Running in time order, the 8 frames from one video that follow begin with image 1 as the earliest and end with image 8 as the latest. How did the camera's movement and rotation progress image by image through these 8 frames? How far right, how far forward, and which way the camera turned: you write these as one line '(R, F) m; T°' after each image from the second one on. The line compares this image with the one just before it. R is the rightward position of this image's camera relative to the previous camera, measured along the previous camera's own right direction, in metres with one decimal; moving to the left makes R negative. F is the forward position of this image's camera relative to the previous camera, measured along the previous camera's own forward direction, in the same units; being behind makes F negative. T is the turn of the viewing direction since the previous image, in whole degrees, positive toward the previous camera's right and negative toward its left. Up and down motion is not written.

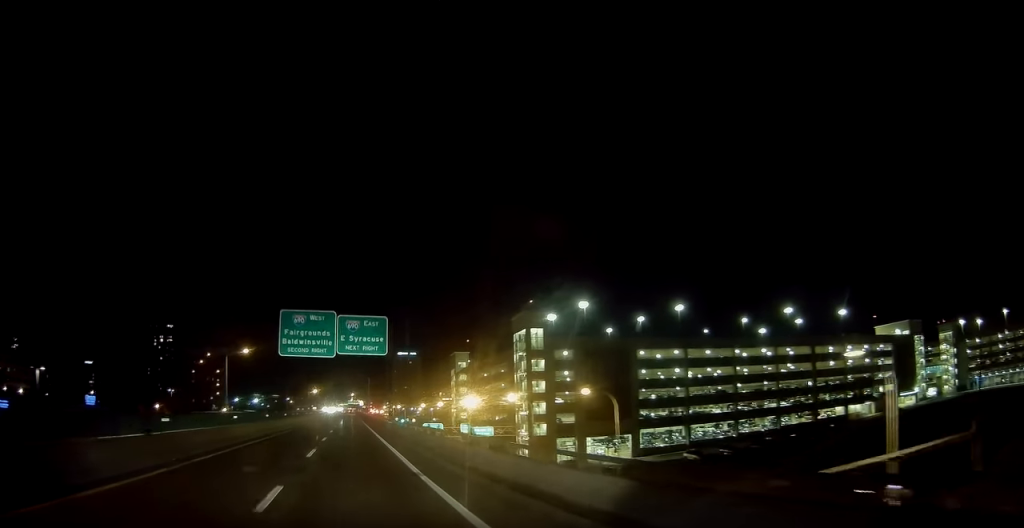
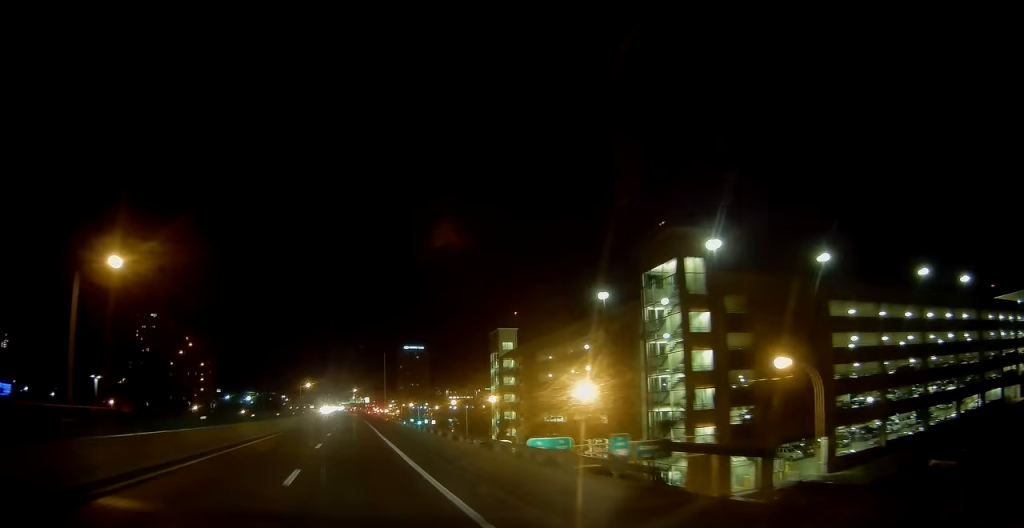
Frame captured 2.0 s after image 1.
(-0.5, +44.7) m; 0°
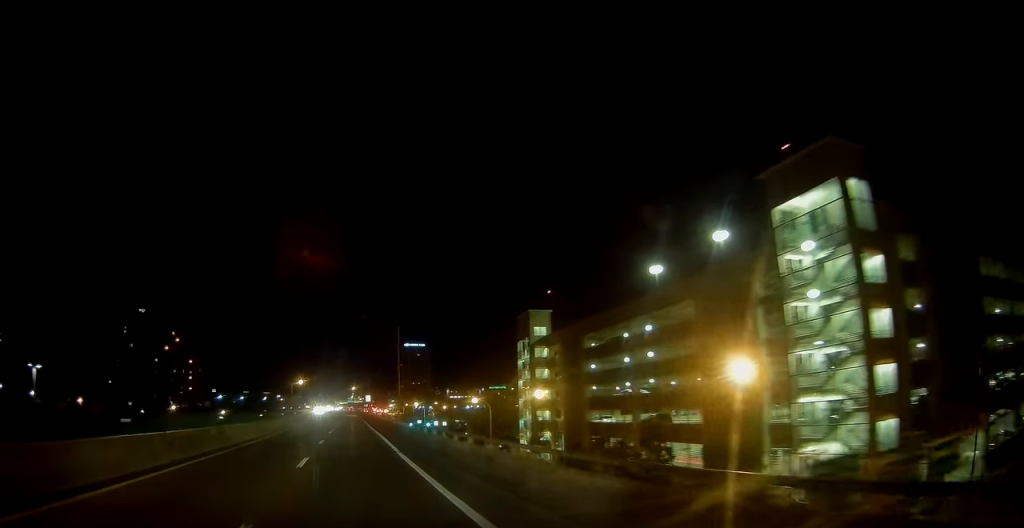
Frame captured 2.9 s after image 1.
(+0.2, +20.8) m; 0°
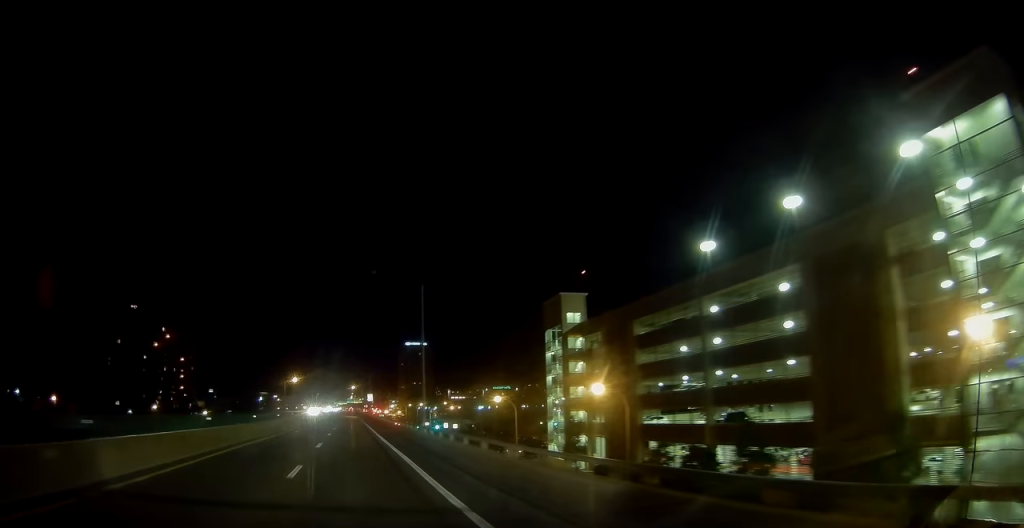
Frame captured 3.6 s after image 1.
(0.0, +14.8) m; -1°
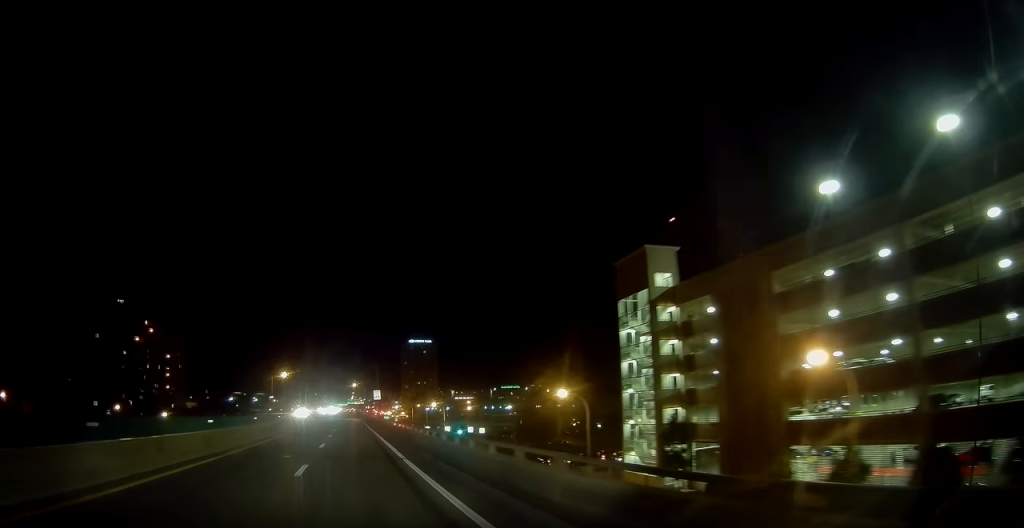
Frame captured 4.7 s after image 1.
(-0.3, +24.0) m; 0°
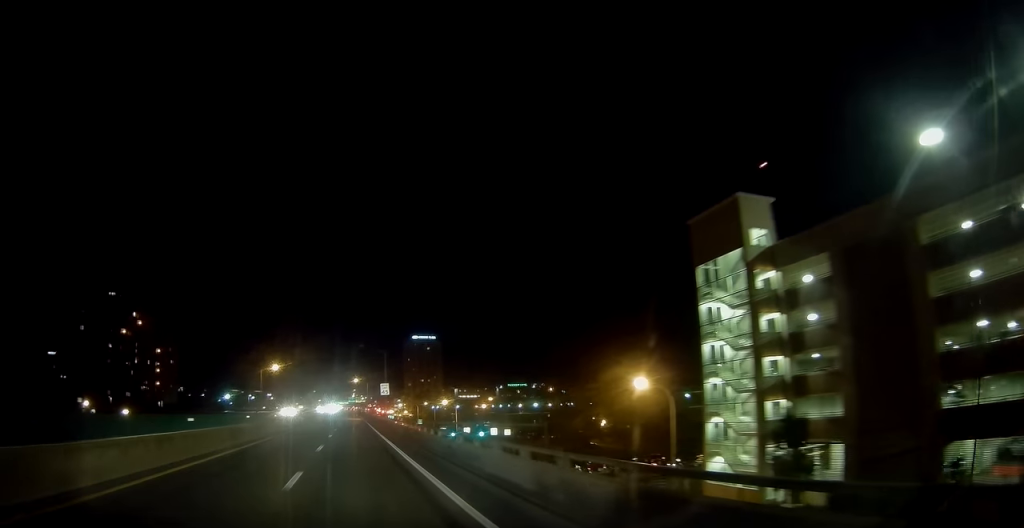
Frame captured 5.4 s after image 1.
(+0.2, +15.3) m; +1°
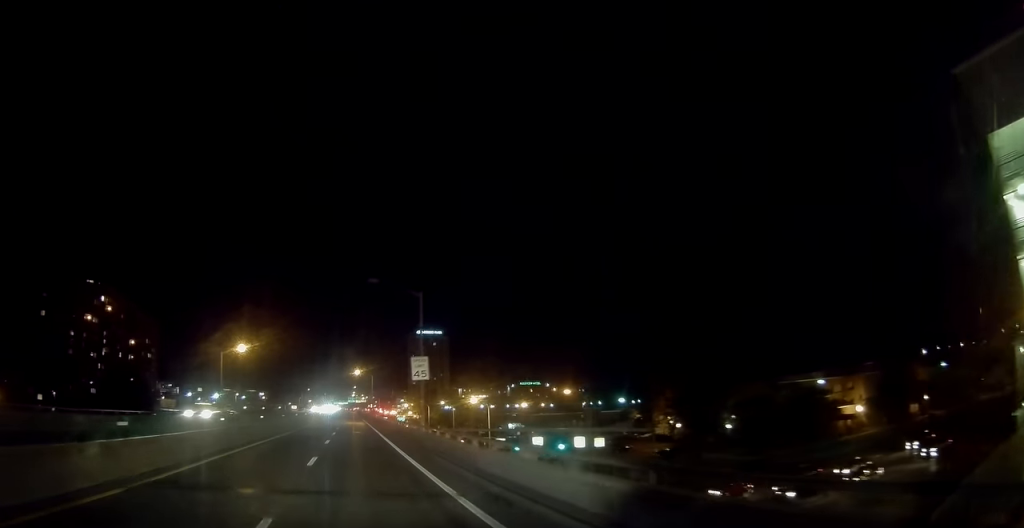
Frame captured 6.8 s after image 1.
(+0.1, +31.4) m; 0°
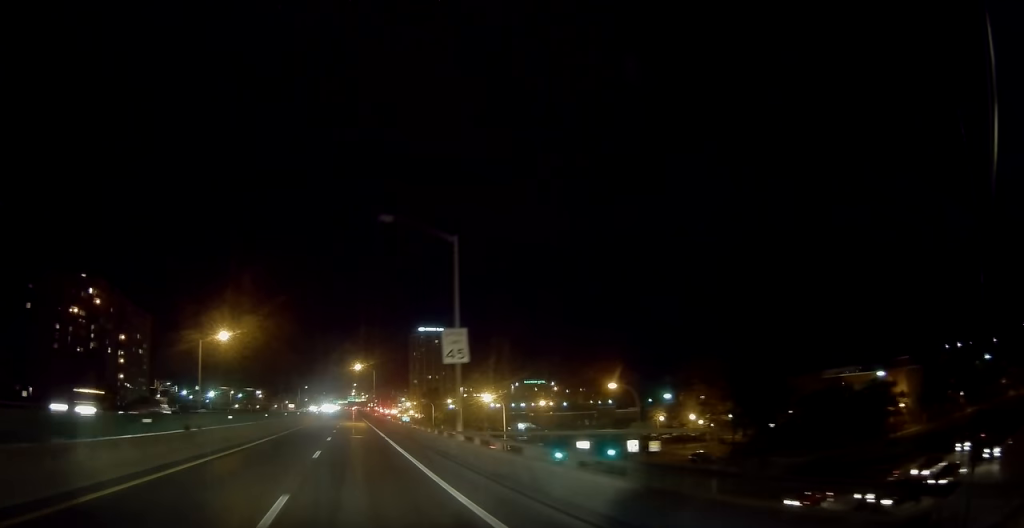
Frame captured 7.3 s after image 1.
(-0.1, +10.2) m; 0°
